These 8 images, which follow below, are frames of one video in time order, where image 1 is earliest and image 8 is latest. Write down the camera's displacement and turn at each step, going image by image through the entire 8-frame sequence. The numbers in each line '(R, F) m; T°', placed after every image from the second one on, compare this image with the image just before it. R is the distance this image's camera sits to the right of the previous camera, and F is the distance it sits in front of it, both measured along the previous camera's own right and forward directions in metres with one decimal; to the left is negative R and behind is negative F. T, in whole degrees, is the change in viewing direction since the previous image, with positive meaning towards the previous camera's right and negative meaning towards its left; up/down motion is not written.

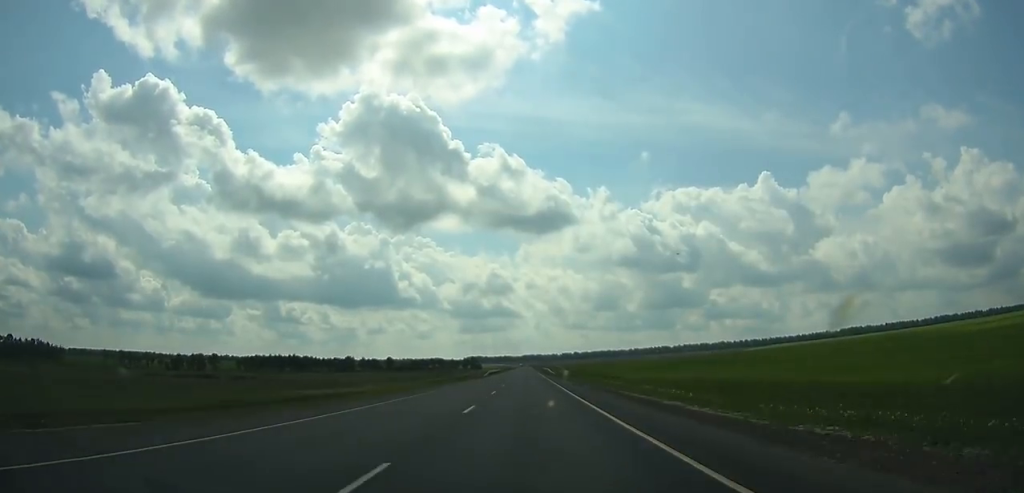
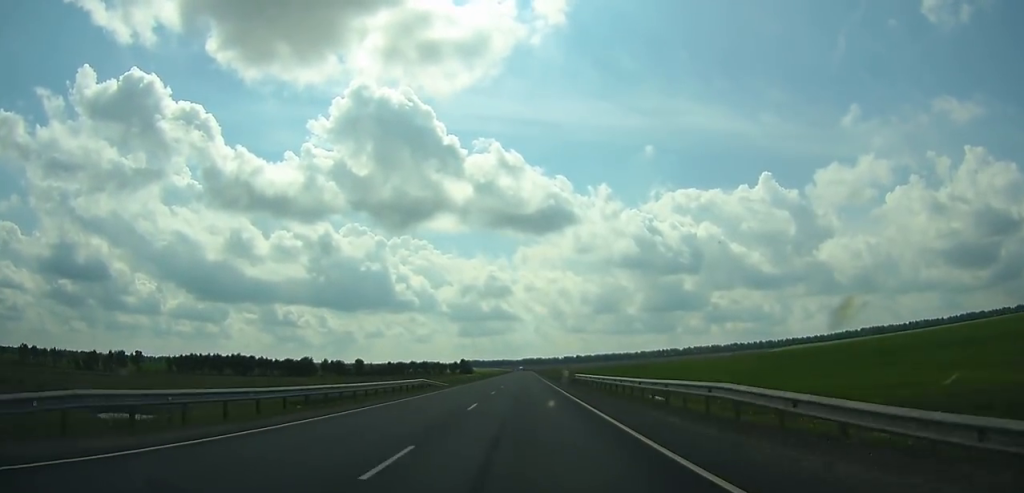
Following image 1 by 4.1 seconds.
(-0.1, +113.1) m; 0°
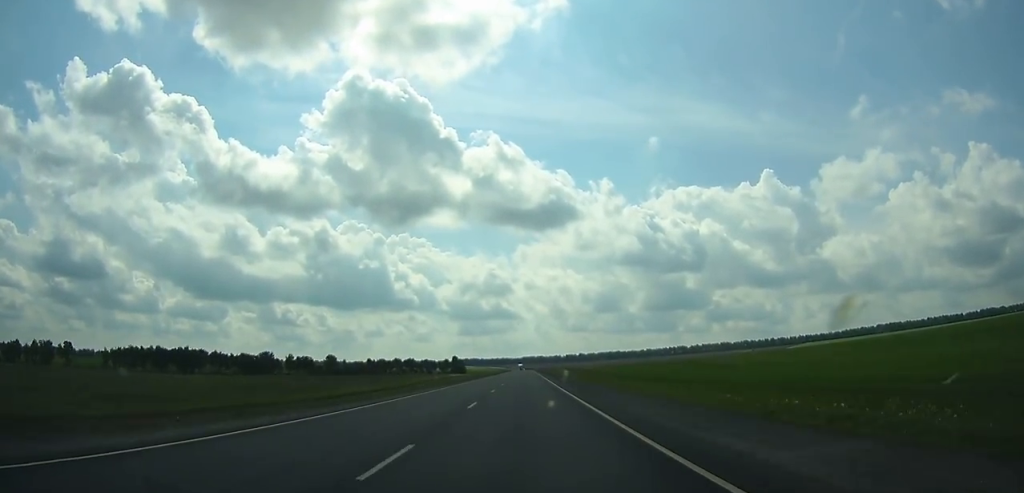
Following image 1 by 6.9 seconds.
(-0.2, +77.2) m; 0°
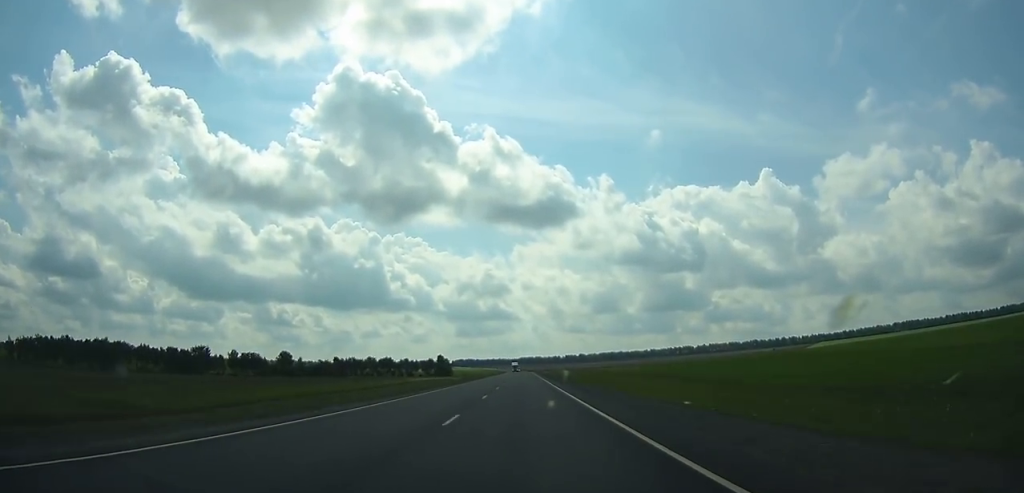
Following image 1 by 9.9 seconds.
(0.0, +81.4) m; 0°
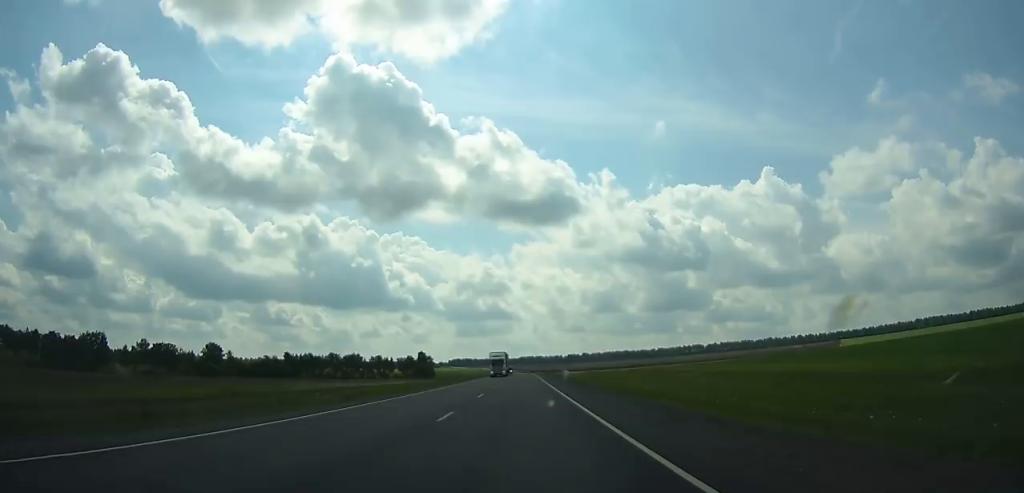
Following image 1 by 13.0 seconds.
(+0.2, +83.4) m; 0°
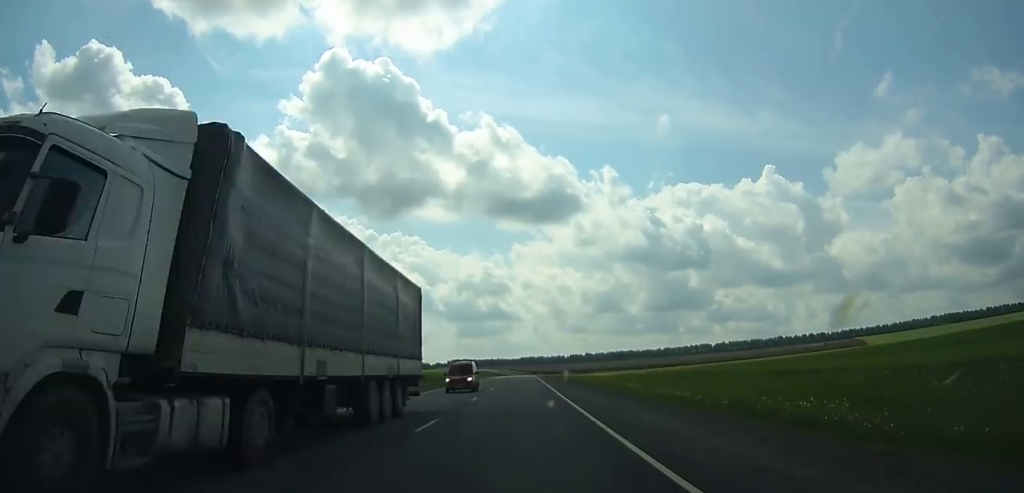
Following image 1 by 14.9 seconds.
(-0.1, +51.4) m; 0°
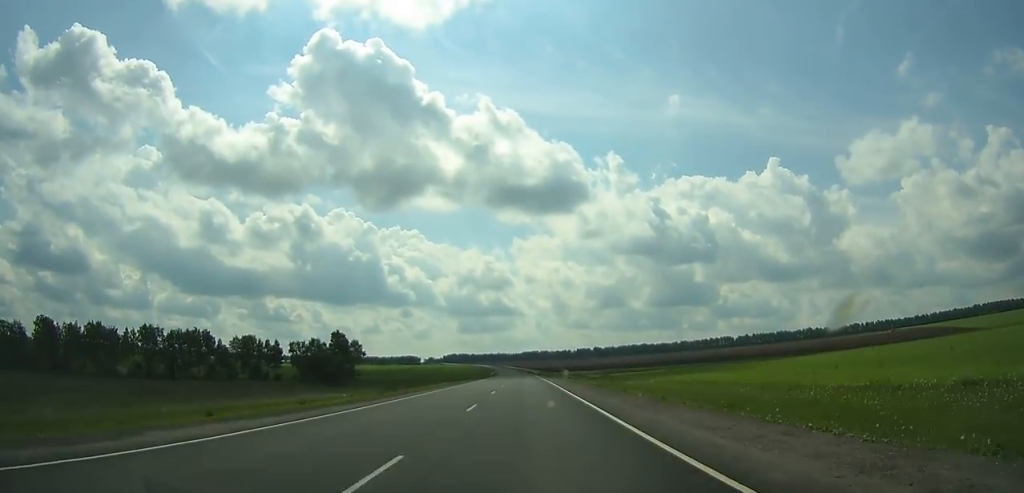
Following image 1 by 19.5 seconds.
(-0.5, +125.4) m; 0°
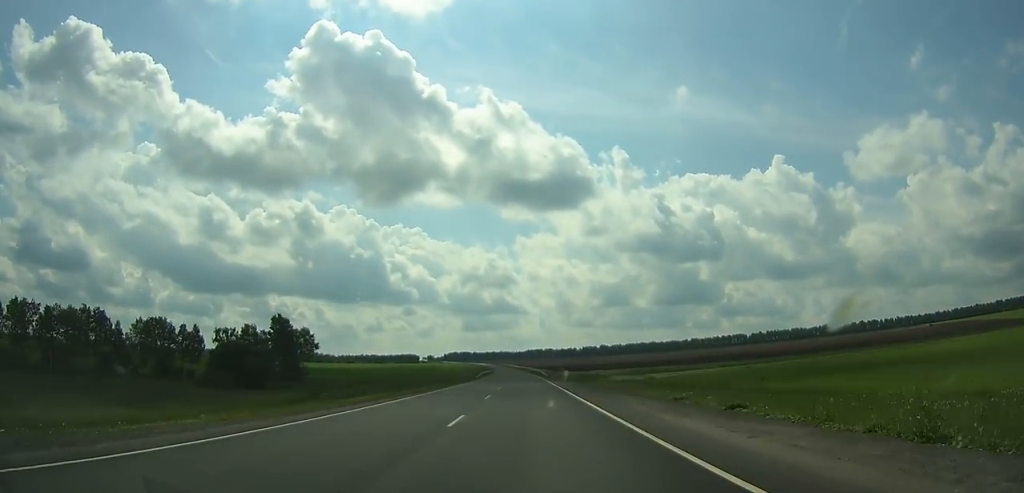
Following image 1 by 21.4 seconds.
(+0.1, +52.3) m; 0°
